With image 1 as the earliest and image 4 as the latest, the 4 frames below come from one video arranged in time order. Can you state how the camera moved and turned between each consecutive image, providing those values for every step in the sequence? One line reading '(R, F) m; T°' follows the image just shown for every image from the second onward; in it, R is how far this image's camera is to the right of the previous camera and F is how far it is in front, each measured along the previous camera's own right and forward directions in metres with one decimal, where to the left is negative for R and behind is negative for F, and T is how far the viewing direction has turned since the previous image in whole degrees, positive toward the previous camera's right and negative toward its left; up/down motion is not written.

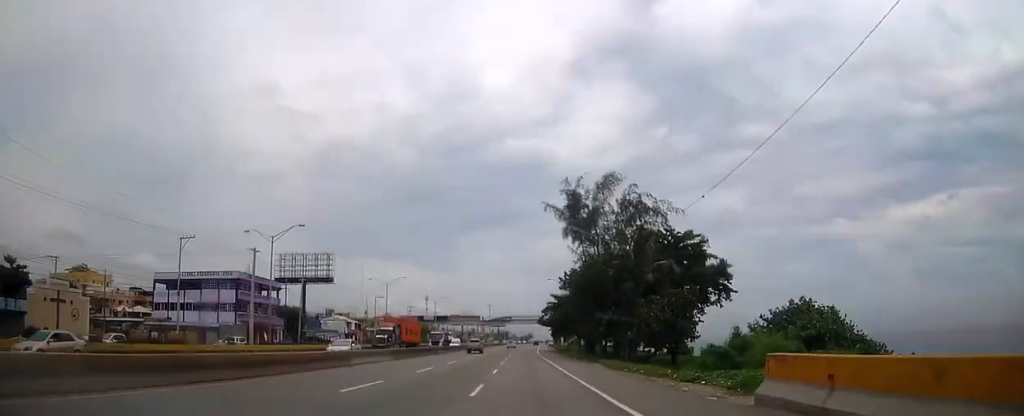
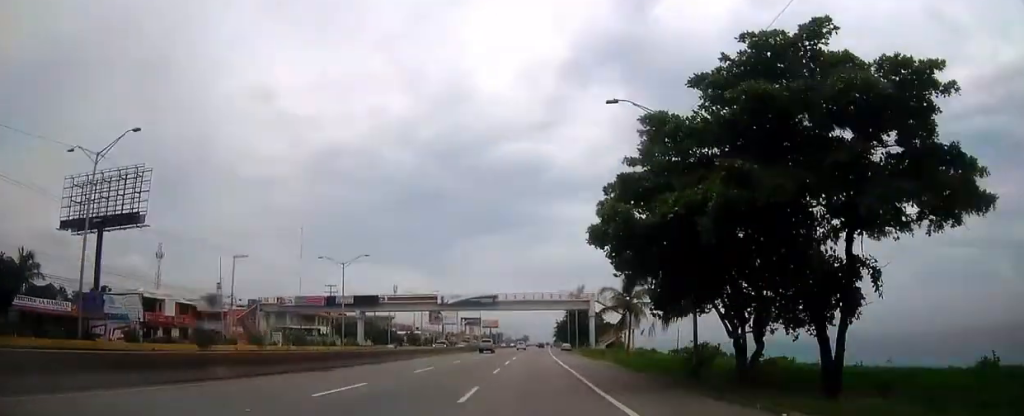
(-0.6, +79.9) m; 0°
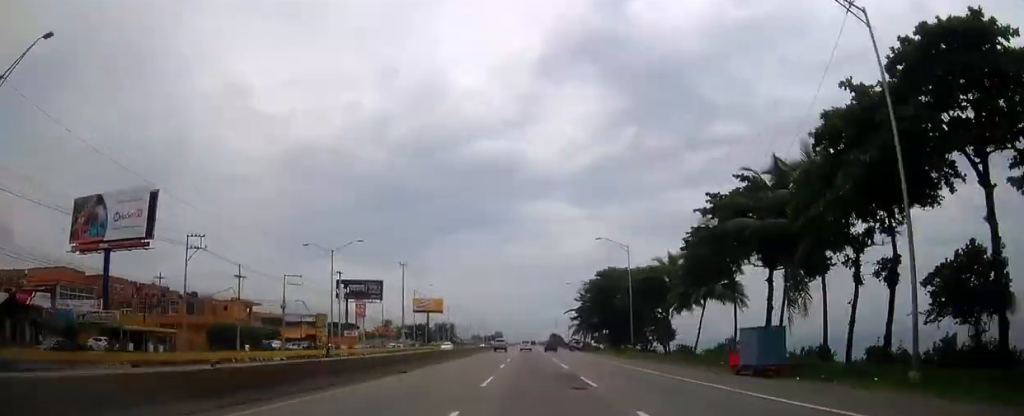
(+5.4, +262.7) m; +2°
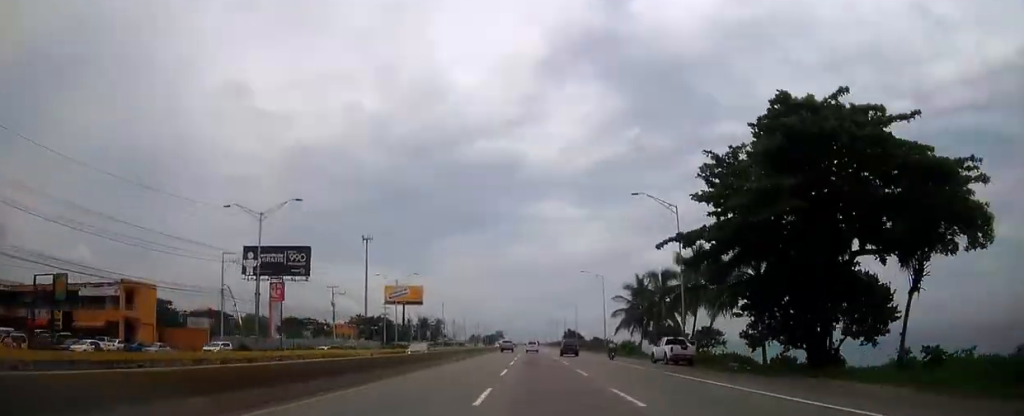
(-0.1, +70.1) m; 0°
